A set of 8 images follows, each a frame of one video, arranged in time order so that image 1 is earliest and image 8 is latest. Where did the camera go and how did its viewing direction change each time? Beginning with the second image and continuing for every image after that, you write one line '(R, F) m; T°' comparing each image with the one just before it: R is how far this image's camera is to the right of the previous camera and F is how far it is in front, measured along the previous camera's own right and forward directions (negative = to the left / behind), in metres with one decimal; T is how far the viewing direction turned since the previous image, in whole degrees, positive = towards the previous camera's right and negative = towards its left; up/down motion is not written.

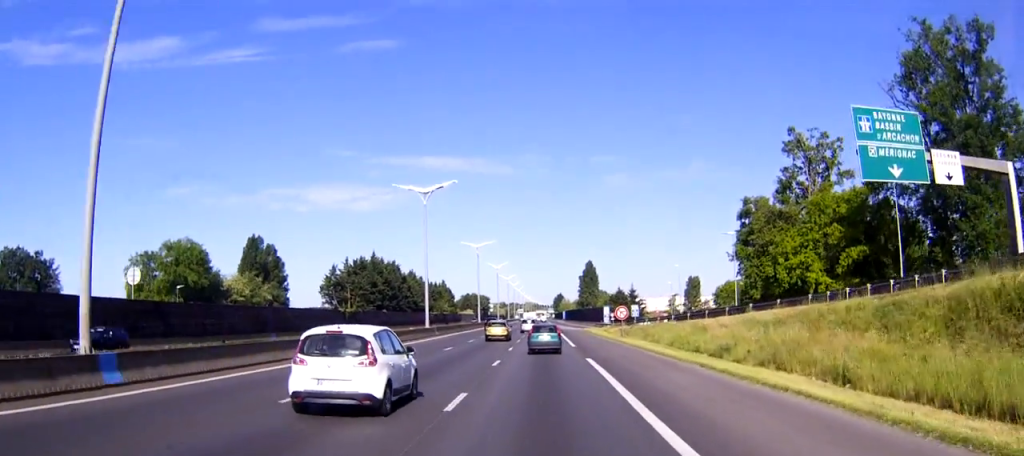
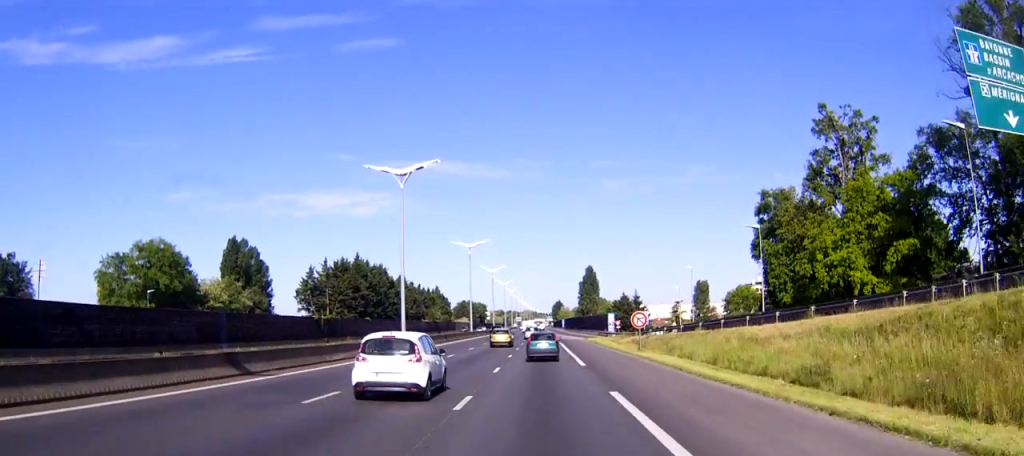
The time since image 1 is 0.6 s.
(0.0, +11.3) m; 0°
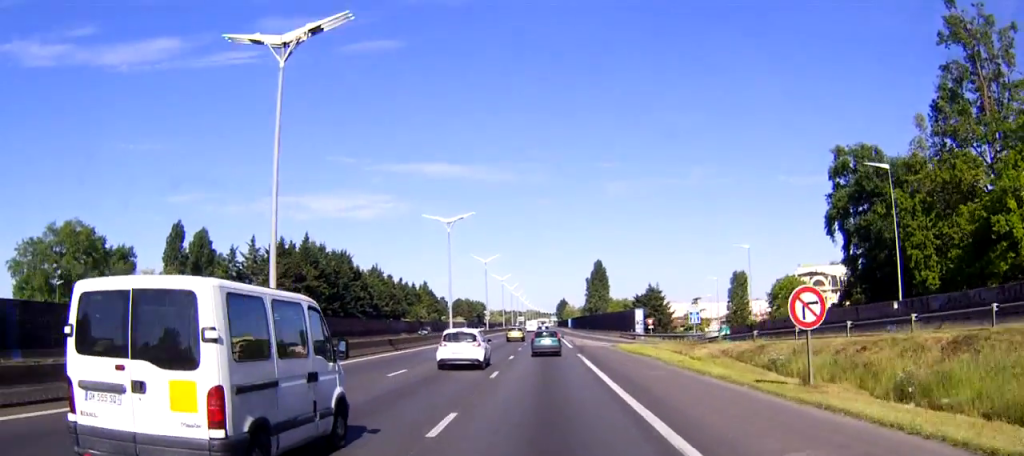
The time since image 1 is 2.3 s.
(-0.1, +29.7) m; 0°
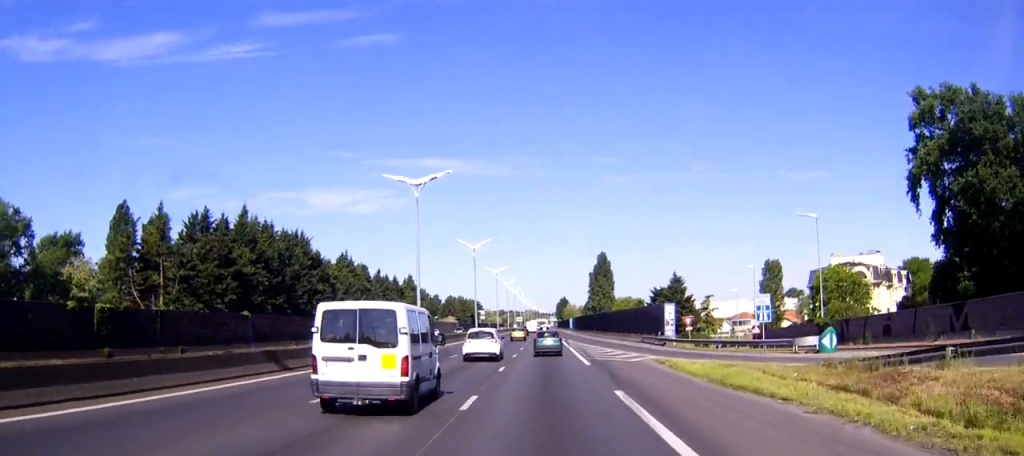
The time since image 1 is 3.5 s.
(0.0, +21.4) m; 0°
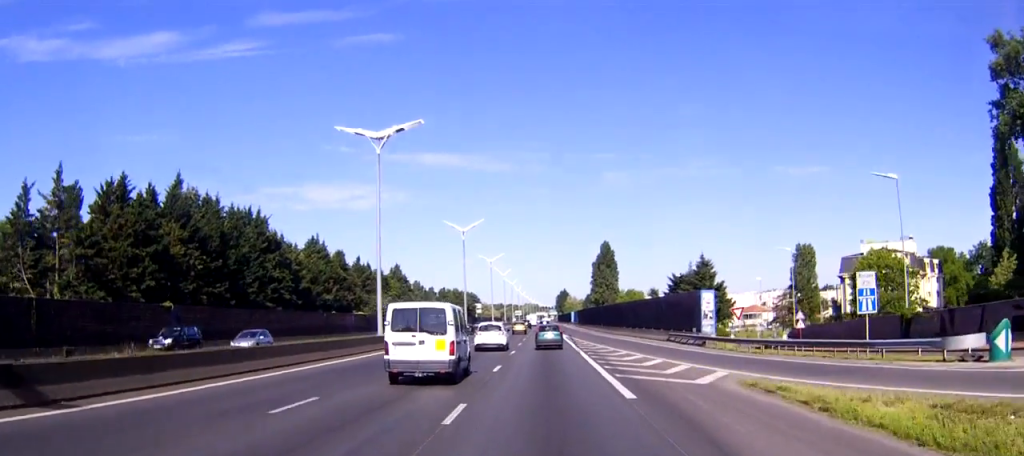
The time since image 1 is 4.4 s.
(0.0, +15.5) m; 0°
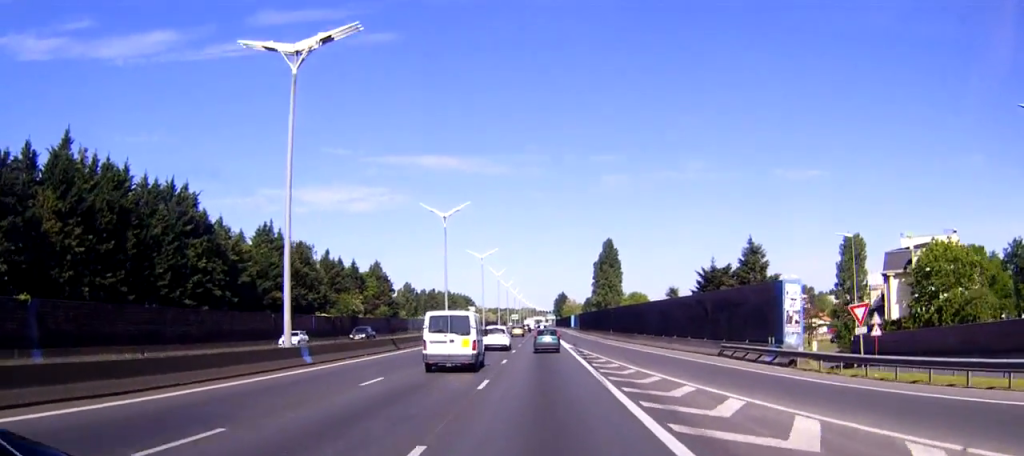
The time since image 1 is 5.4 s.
(0.0, +17.9) m; 0°
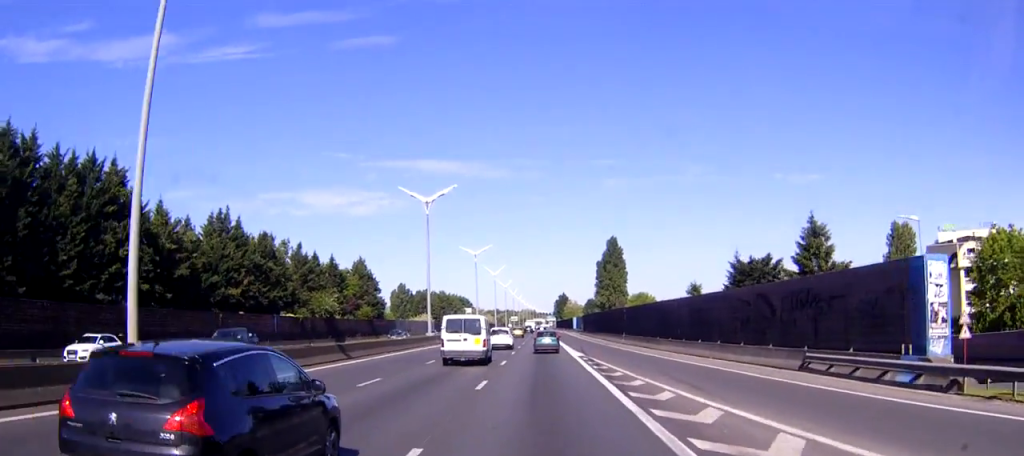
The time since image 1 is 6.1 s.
(0.0, +13.2) m; 0°
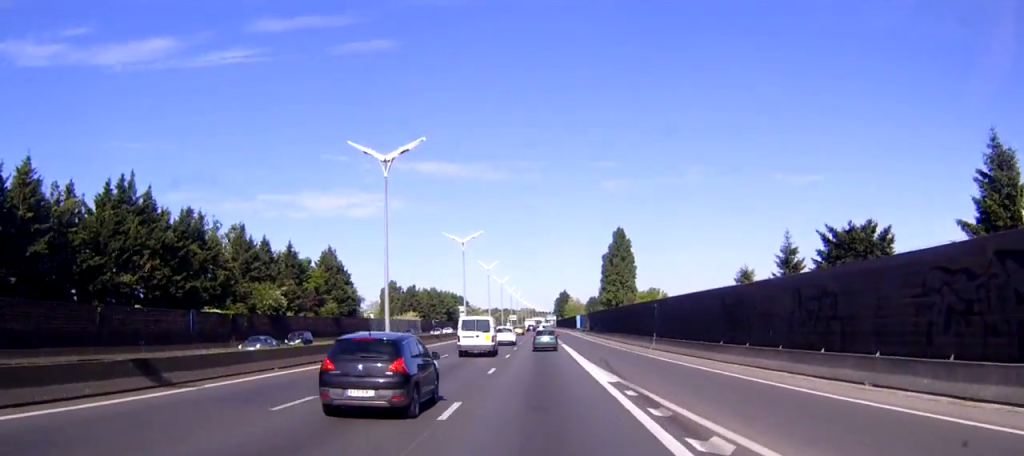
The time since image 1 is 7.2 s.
(0.0, +19.7) m; 0°
